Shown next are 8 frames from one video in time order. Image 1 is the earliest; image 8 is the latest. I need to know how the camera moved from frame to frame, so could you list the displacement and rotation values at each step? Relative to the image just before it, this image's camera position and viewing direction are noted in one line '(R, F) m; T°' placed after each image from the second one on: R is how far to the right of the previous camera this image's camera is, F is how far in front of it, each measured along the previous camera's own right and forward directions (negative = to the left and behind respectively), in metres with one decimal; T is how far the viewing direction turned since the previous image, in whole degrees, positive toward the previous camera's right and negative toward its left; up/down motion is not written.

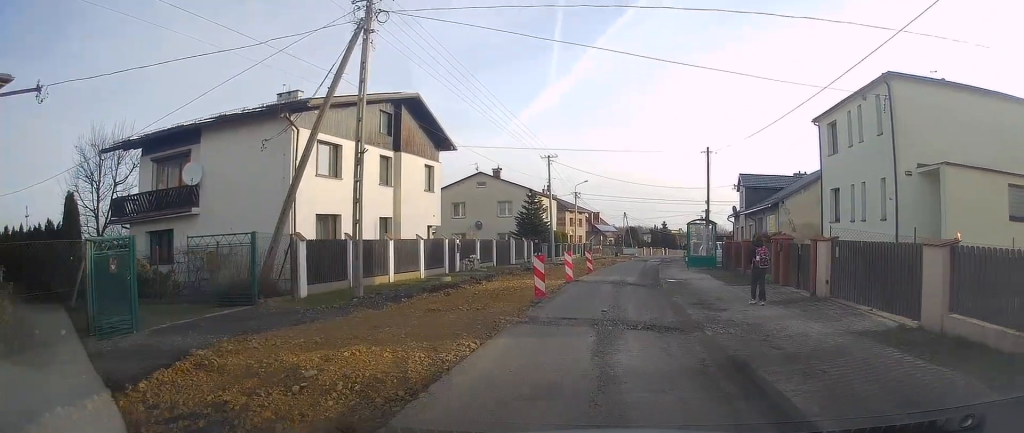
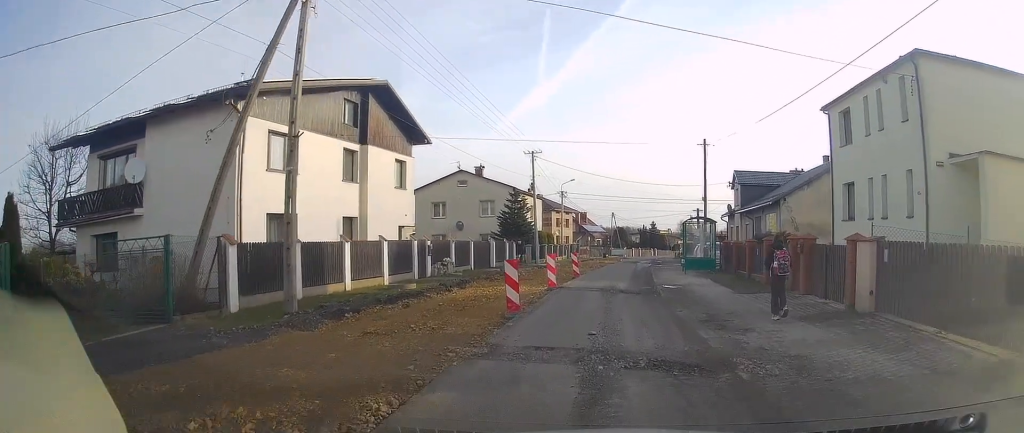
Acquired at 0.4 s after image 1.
(0.0, +3.0) m; +1°
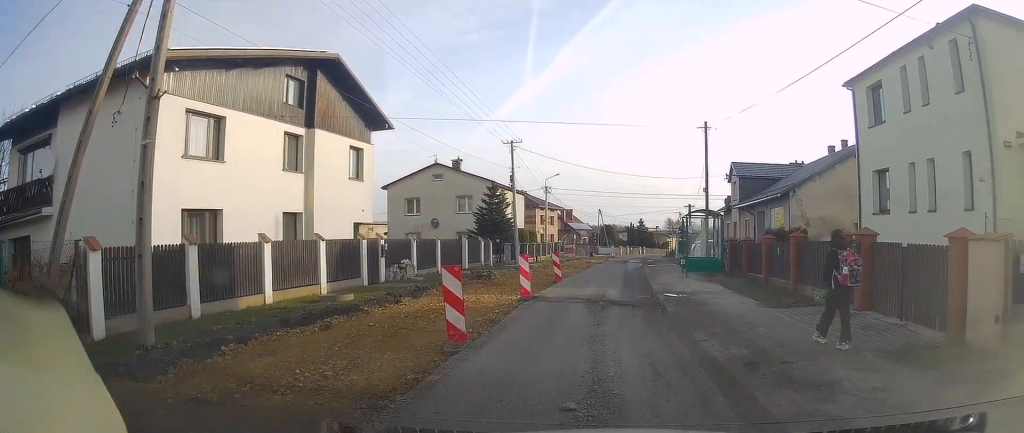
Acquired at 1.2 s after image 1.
(+0.1, +4.3) m; 0°
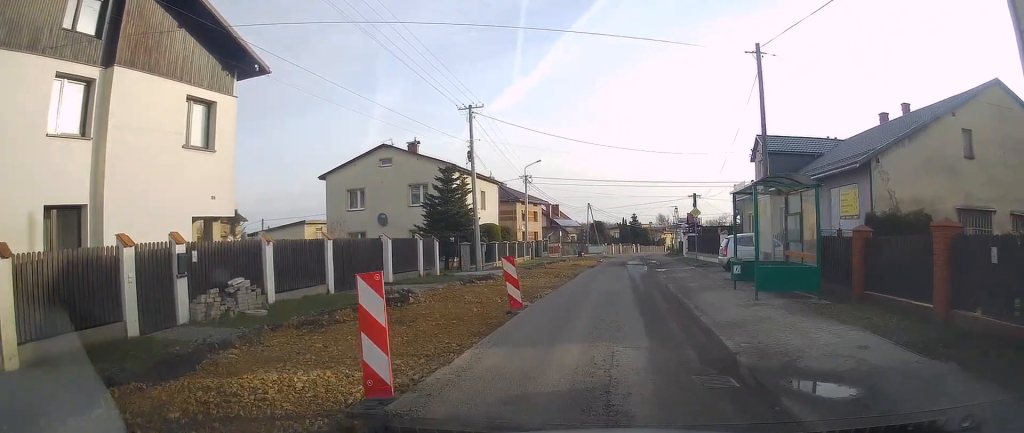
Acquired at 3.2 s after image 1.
(+0.3, +10.4) m; +3°
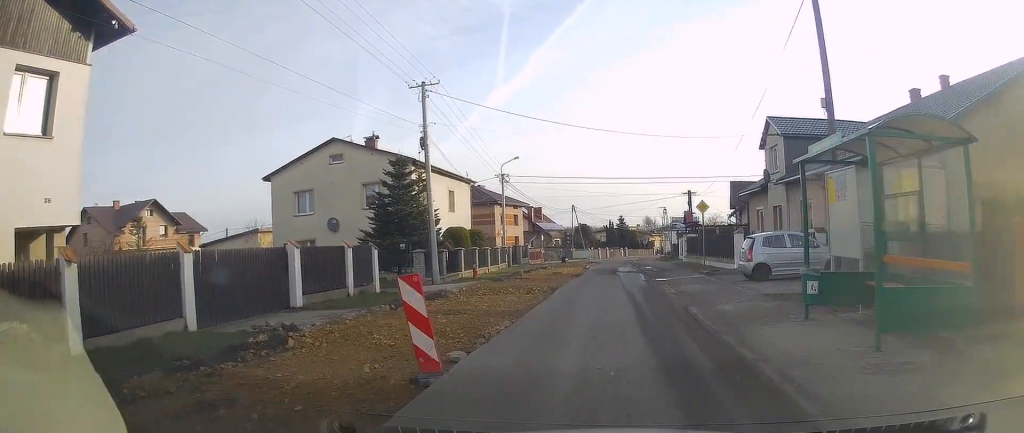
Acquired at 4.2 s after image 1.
(-0.2, +5.6) m; -3°
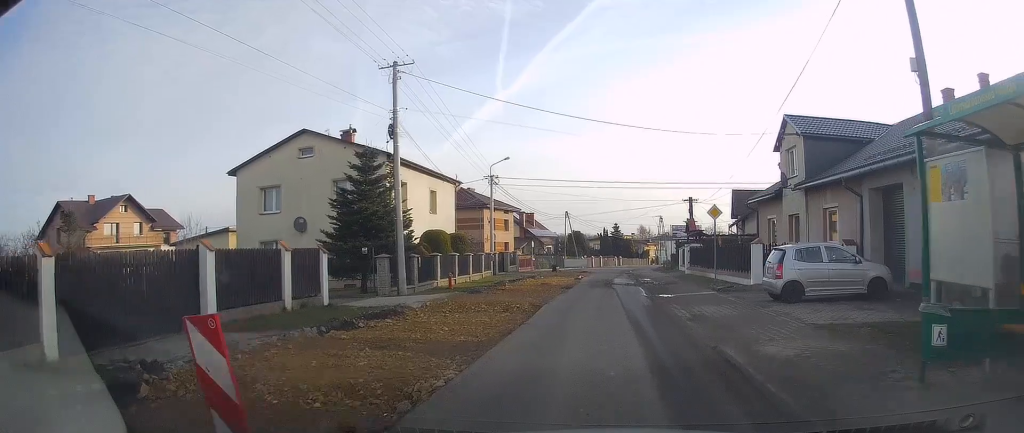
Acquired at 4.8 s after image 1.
(-0.1, +3.6) m; 0°
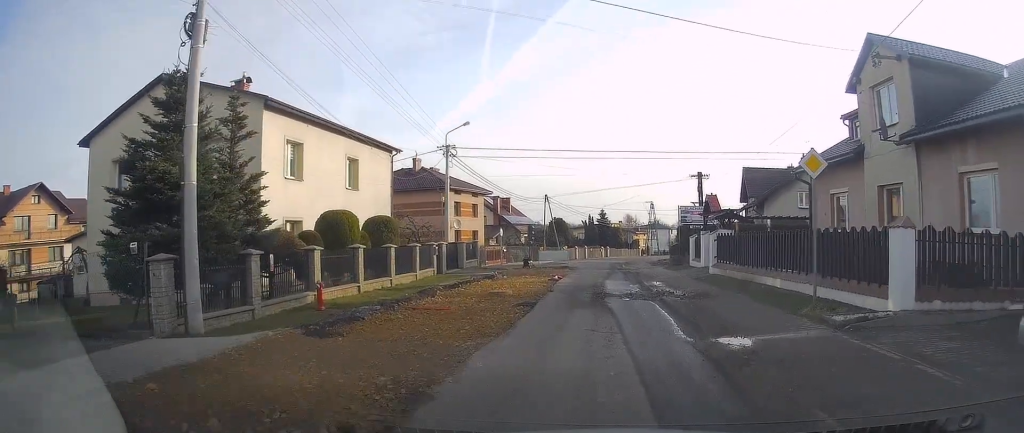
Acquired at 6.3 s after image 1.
(+0.2, +10.7) m; 0°
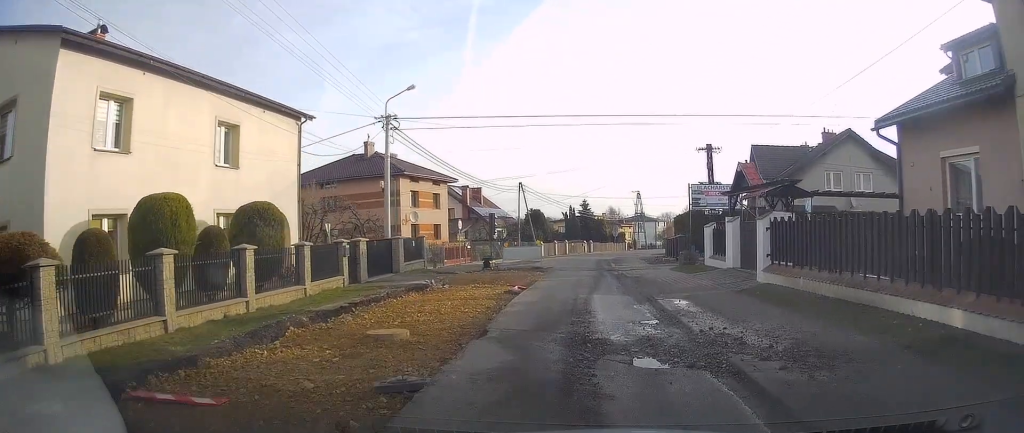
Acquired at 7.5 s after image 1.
(-0.3, +9.2) m; +1°
